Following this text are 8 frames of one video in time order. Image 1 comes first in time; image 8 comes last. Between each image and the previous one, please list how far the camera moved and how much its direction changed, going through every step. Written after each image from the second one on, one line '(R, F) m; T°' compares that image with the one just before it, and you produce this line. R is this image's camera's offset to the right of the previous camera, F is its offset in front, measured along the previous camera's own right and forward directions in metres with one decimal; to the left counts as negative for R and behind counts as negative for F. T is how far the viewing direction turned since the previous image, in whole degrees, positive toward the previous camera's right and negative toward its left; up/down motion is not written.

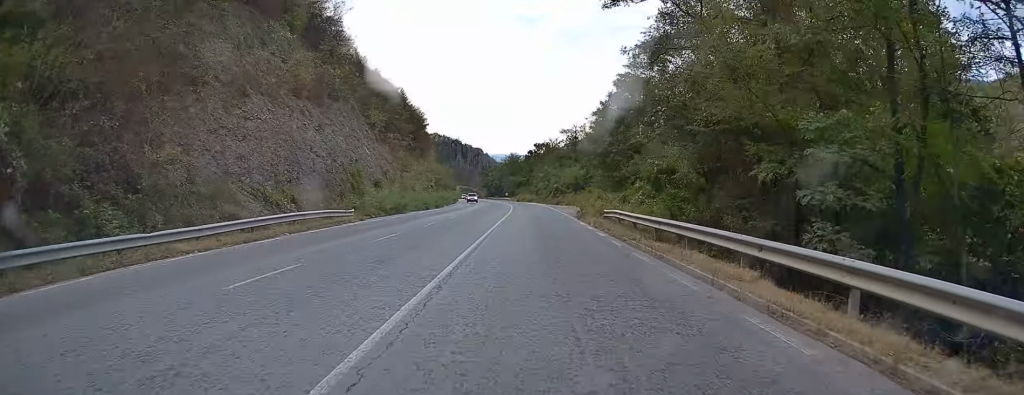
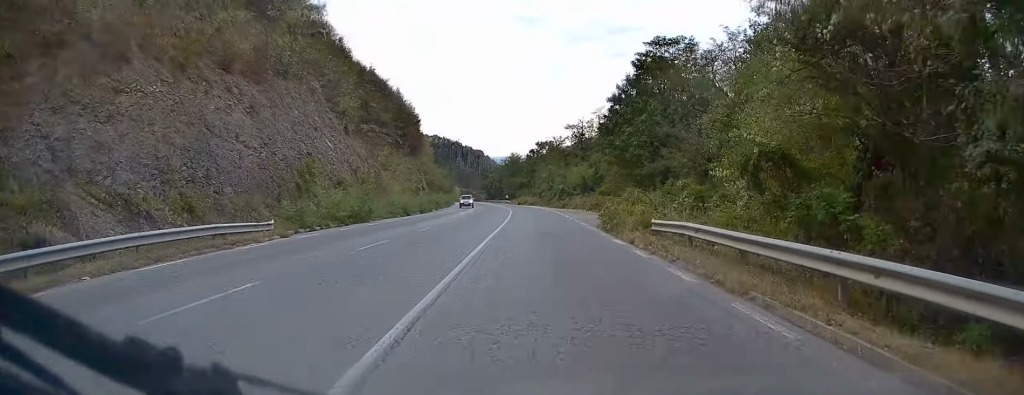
(0.0, +11.5) m; -1°
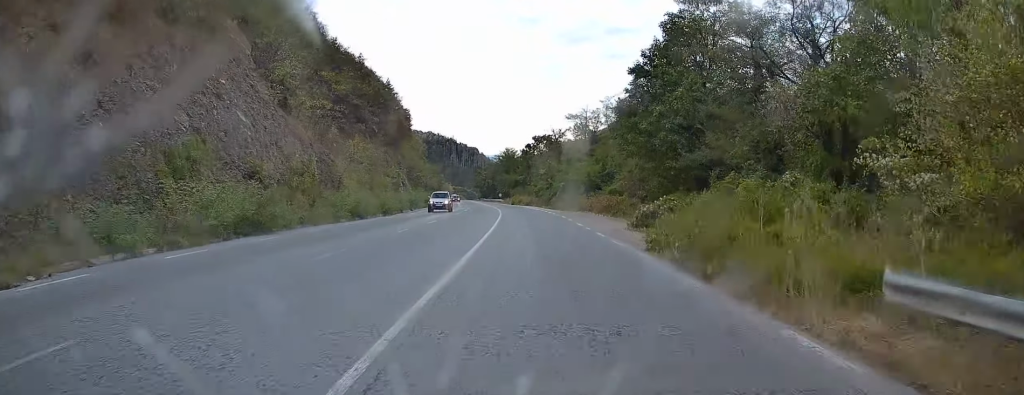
(-0.2, +13.6) m; 0°
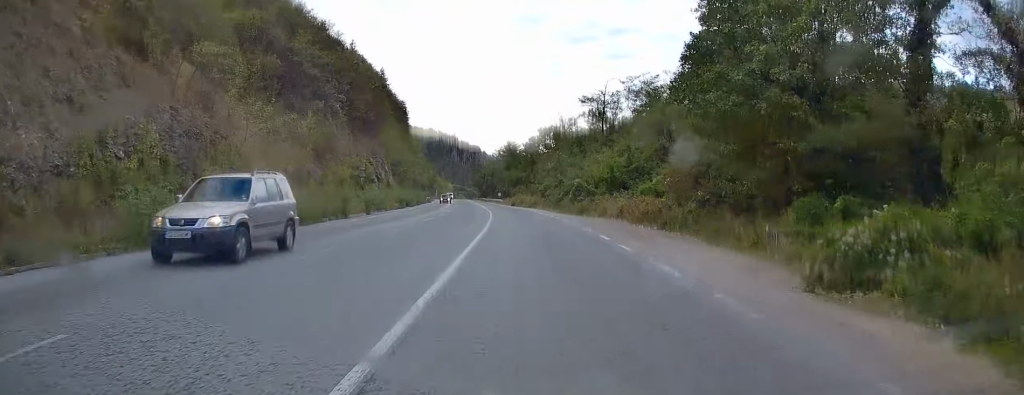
(+0.1, +18.0) m; +1°
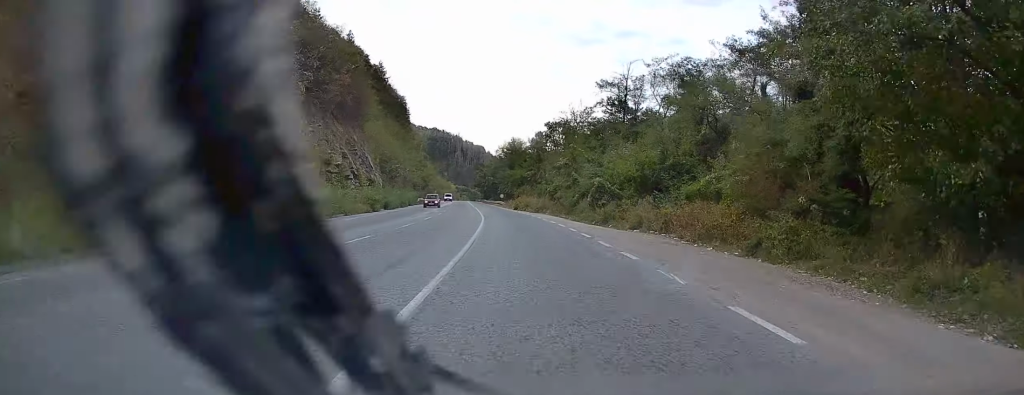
(+0.1, +13.1) m; 0°
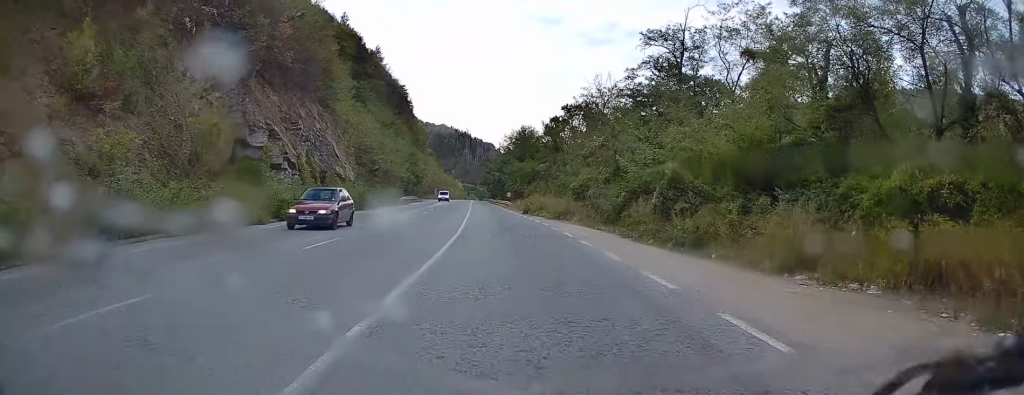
(-0.1, +20.8) m; 0°
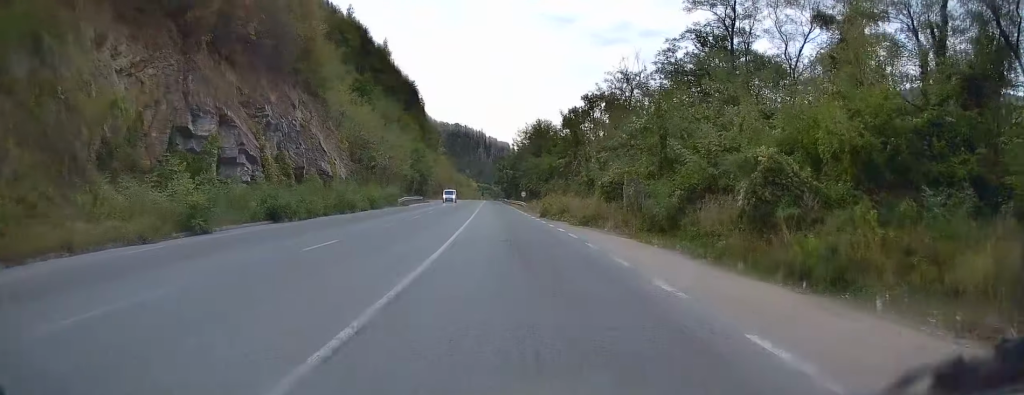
(0.0, +9.4) m; -1°
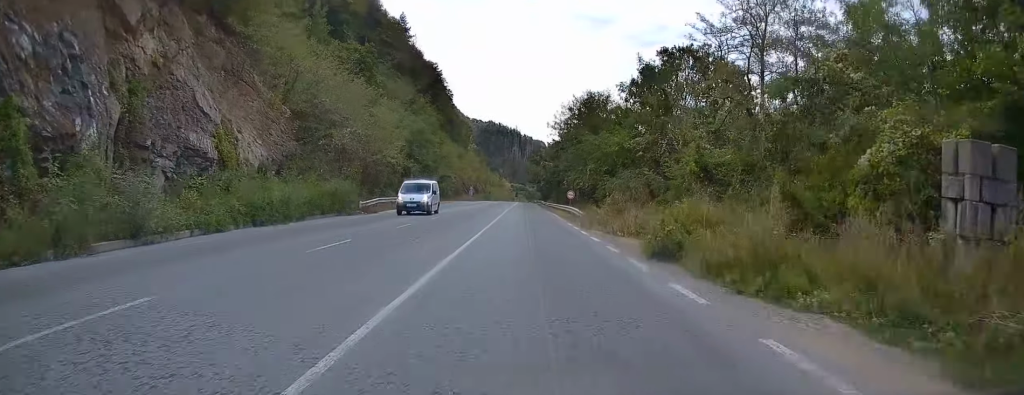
(-0.9, +28.9) m; -5°
